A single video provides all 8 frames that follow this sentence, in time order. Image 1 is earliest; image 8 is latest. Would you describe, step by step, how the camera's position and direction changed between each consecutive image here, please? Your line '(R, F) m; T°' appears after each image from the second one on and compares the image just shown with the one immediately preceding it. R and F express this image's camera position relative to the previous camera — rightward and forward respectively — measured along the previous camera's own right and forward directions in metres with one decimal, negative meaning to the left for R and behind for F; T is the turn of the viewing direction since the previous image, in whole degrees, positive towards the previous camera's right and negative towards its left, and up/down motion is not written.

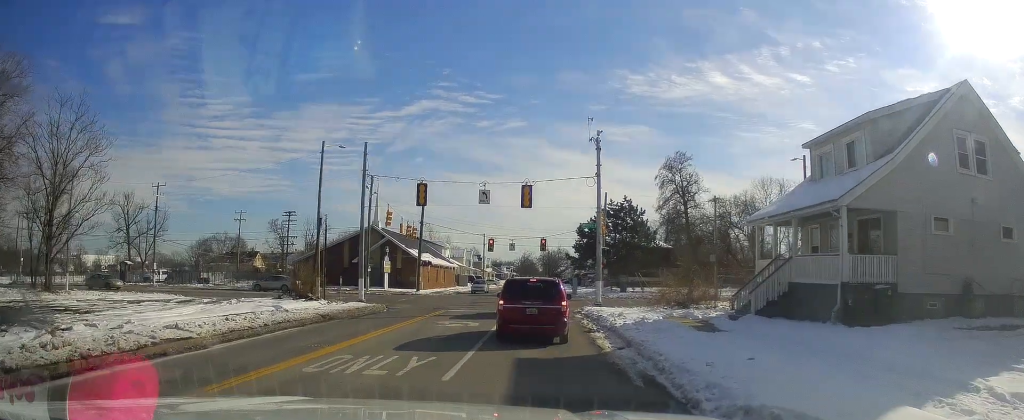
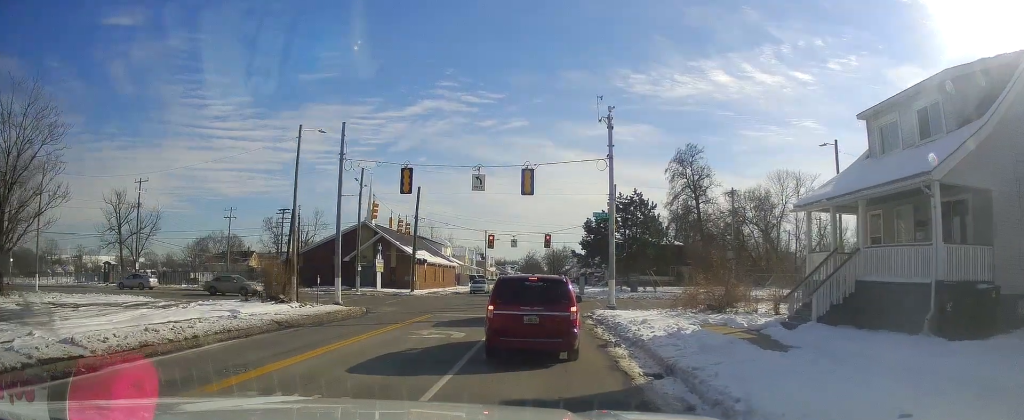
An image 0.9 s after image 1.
(0.0, +5.6) m; +1°
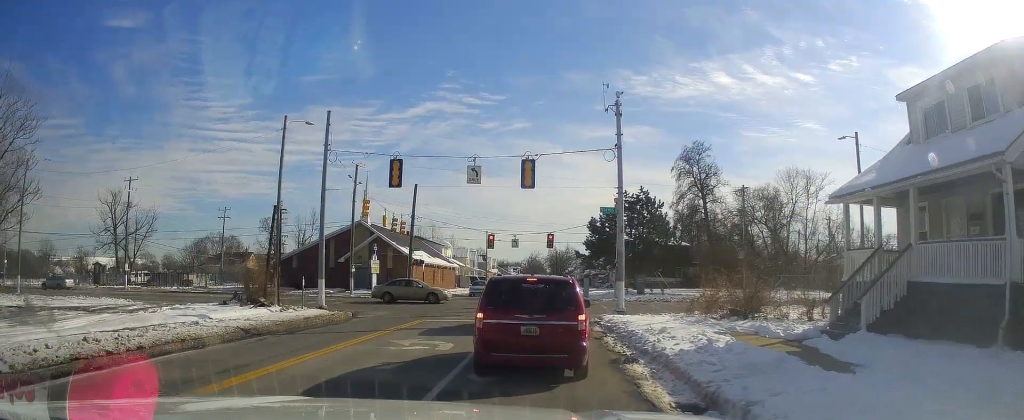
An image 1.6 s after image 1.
(+0.2, +3.5) m; -1°
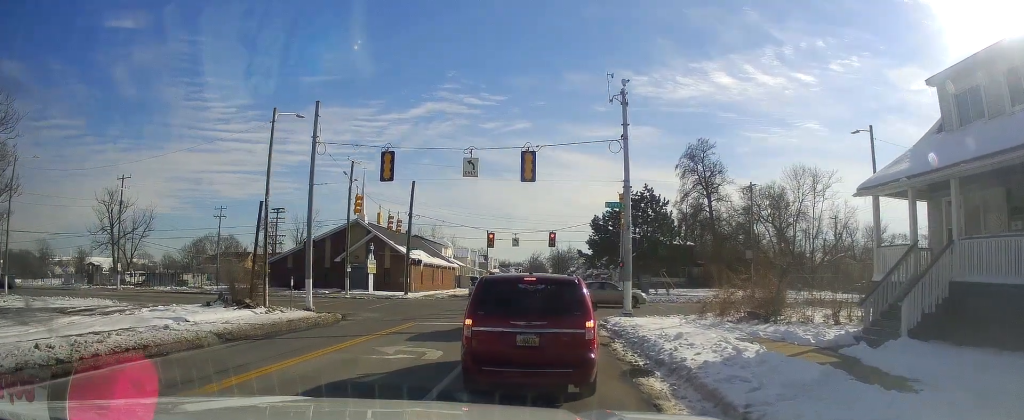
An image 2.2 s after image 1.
(-0.1, +2.1) m; -2°
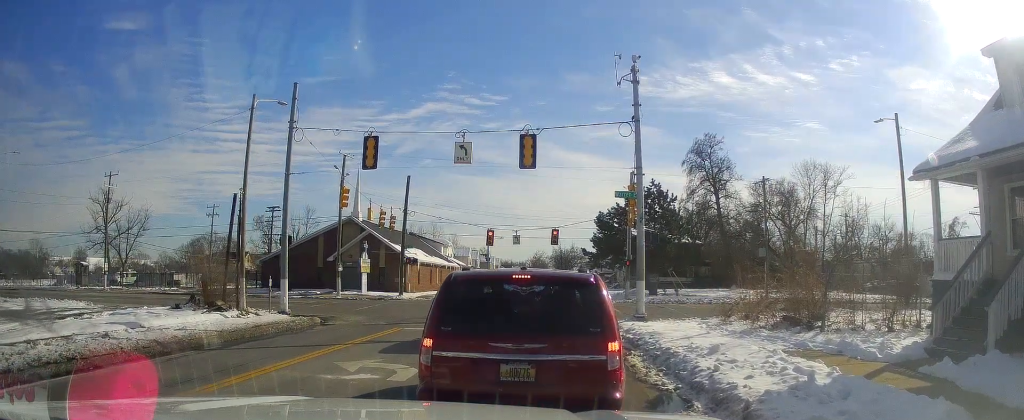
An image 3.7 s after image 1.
(0.0, +3.1) m; -2°
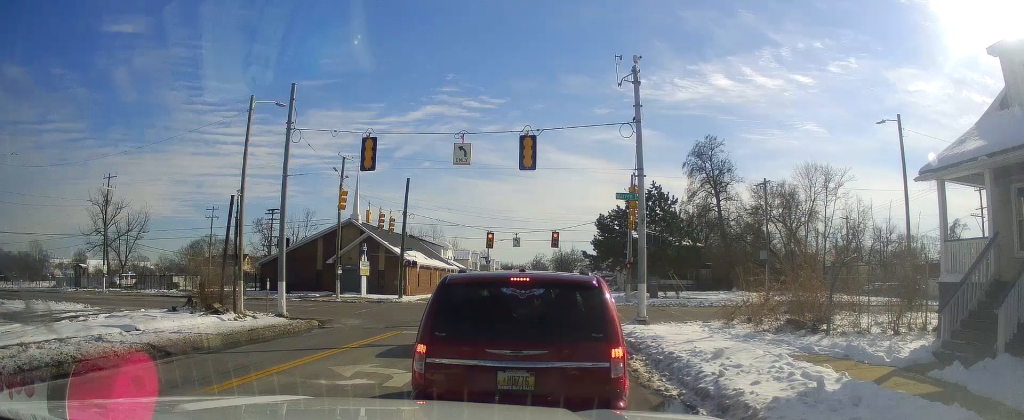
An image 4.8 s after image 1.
(-0.3, +0.2) m; 0°
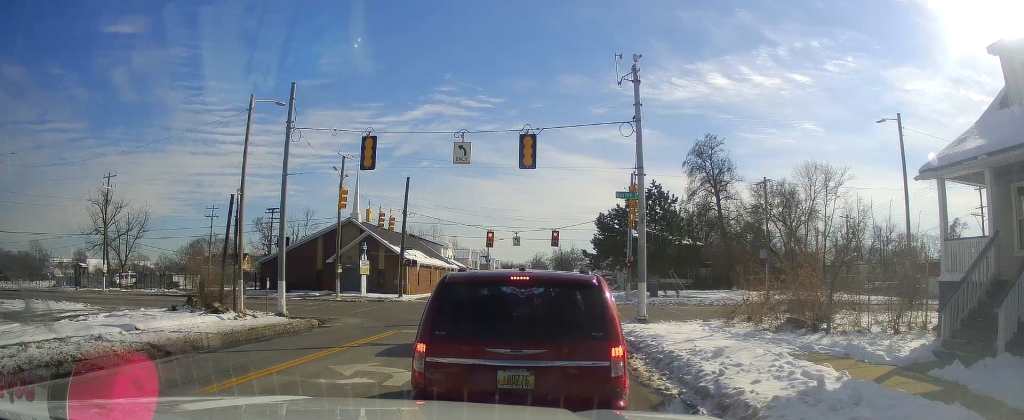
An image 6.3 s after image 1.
(0.0, 0.0) m; 0°
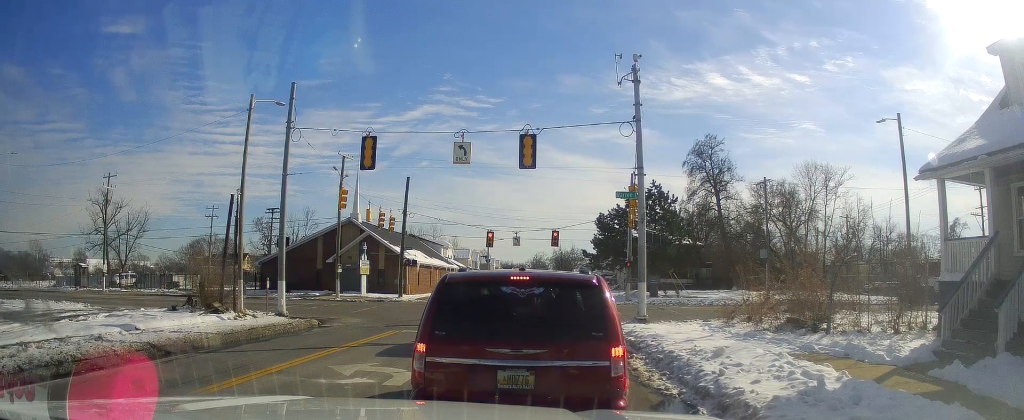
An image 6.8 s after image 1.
(0.0, 0.0) m; 0°
